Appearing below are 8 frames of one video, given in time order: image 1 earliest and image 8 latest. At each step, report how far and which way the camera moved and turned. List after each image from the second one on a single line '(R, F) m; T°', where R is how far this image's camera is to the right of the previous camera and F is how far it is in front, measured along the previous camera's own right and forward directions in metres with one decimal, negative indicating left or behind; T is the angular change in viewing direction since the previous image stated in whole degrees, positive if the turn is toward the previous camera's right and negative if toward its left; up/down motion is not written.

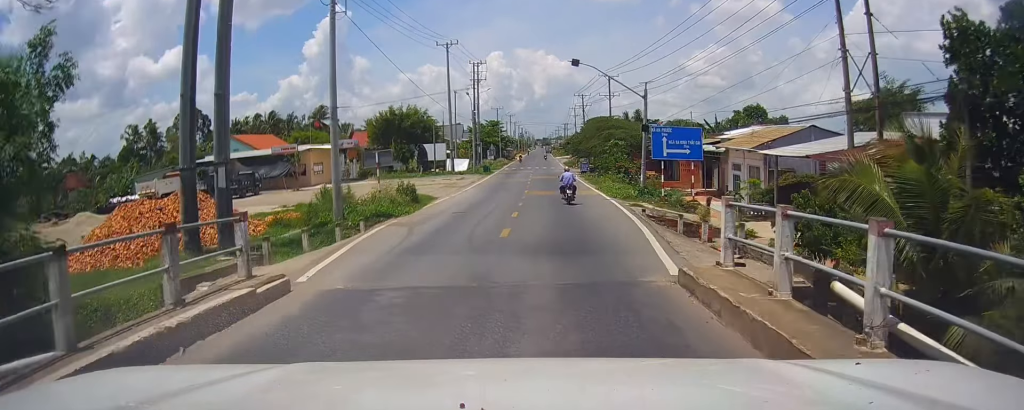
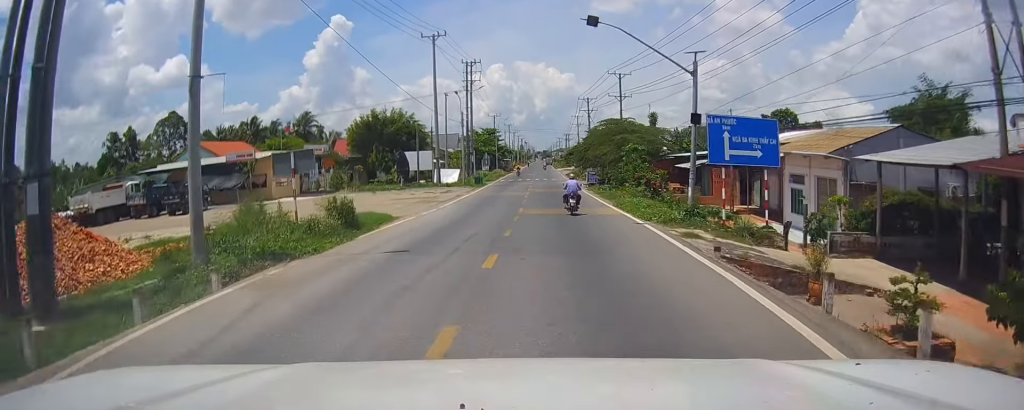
(0.0, +9.0) m; 0°
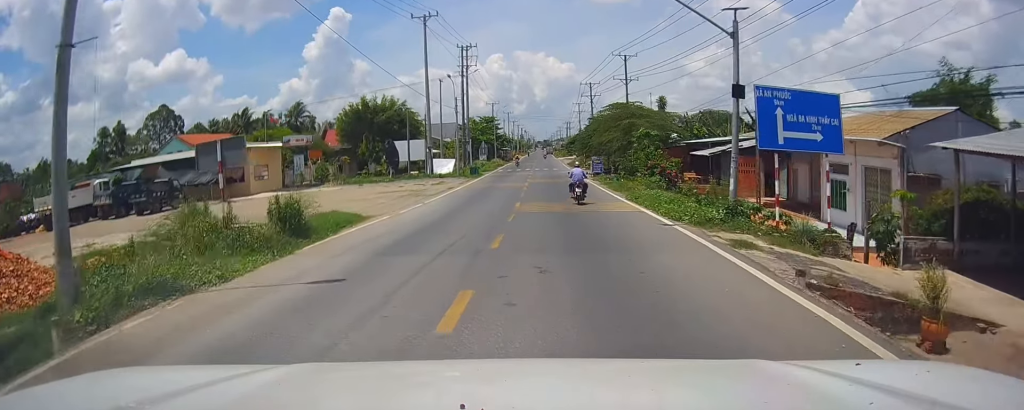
(-0.3, +4.5) m; 0°
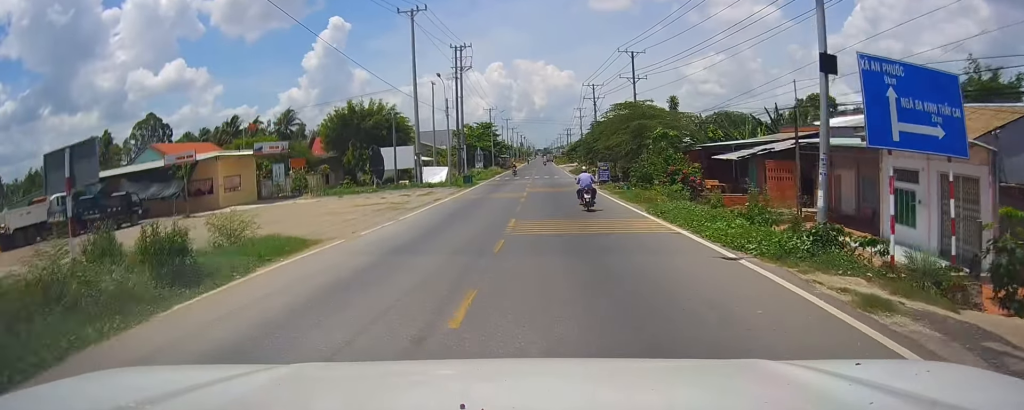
(+0.2, +5.2) m; +2°
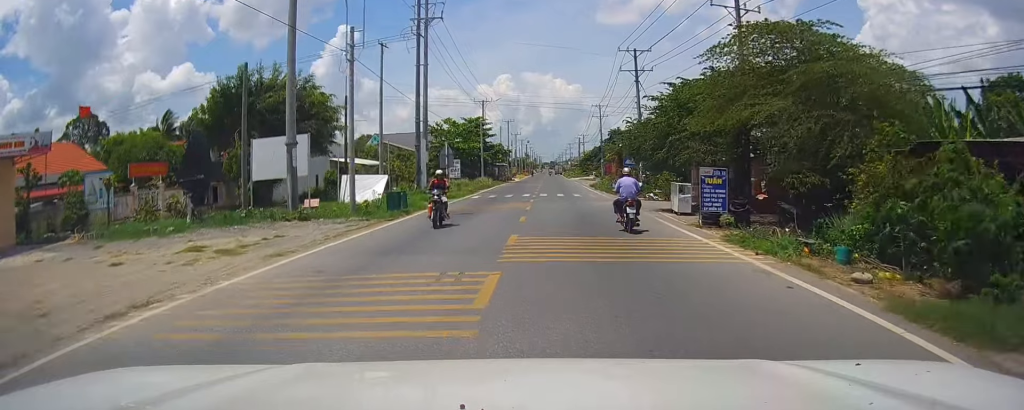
(-0.2, +27.7) m; -4°
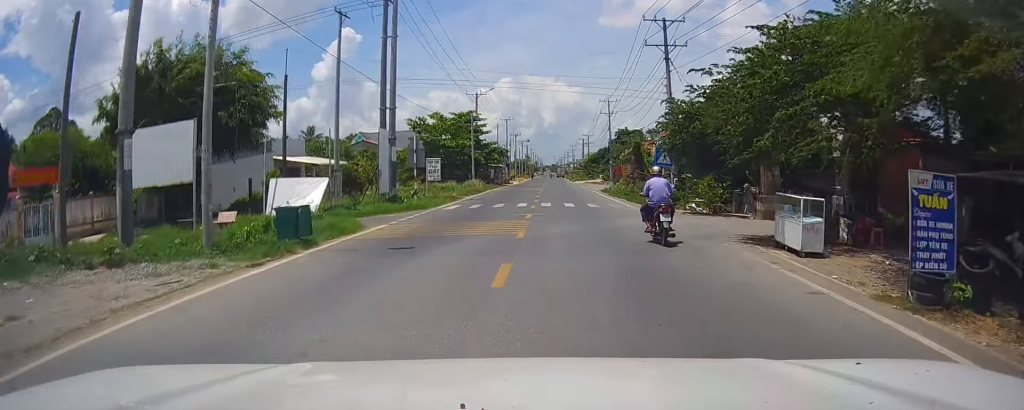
(+0.4, +10.8) m; +2°
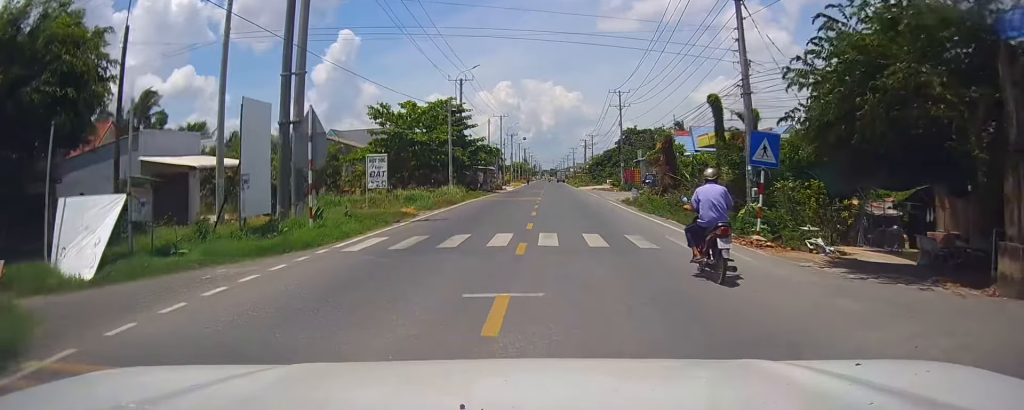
(0.0, +14.5) m; 0°
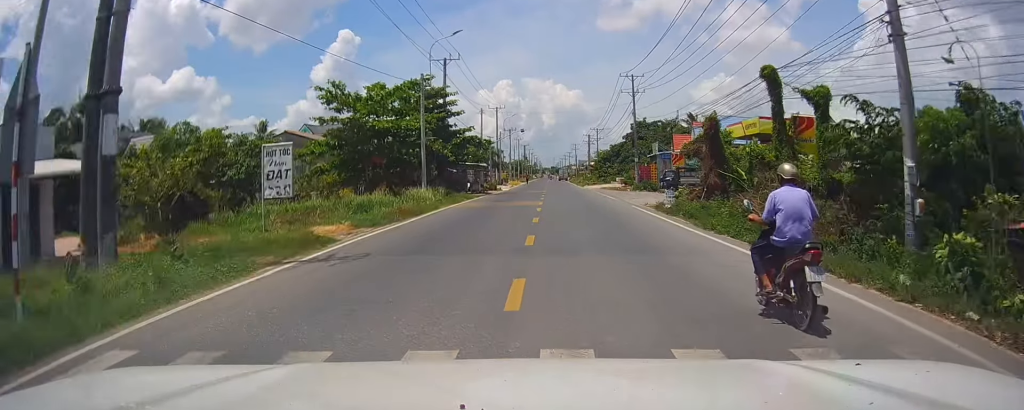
(+0.1, +10.9) m; 0°
